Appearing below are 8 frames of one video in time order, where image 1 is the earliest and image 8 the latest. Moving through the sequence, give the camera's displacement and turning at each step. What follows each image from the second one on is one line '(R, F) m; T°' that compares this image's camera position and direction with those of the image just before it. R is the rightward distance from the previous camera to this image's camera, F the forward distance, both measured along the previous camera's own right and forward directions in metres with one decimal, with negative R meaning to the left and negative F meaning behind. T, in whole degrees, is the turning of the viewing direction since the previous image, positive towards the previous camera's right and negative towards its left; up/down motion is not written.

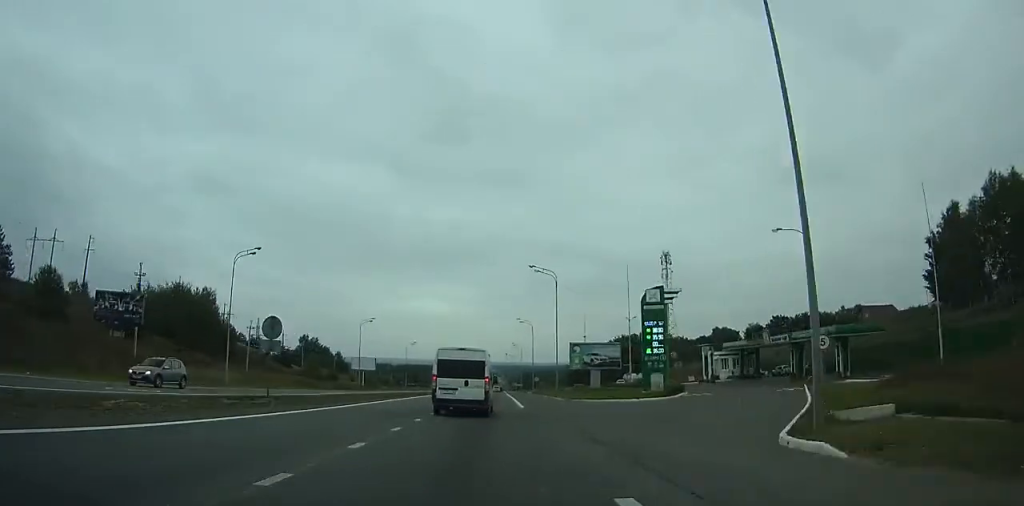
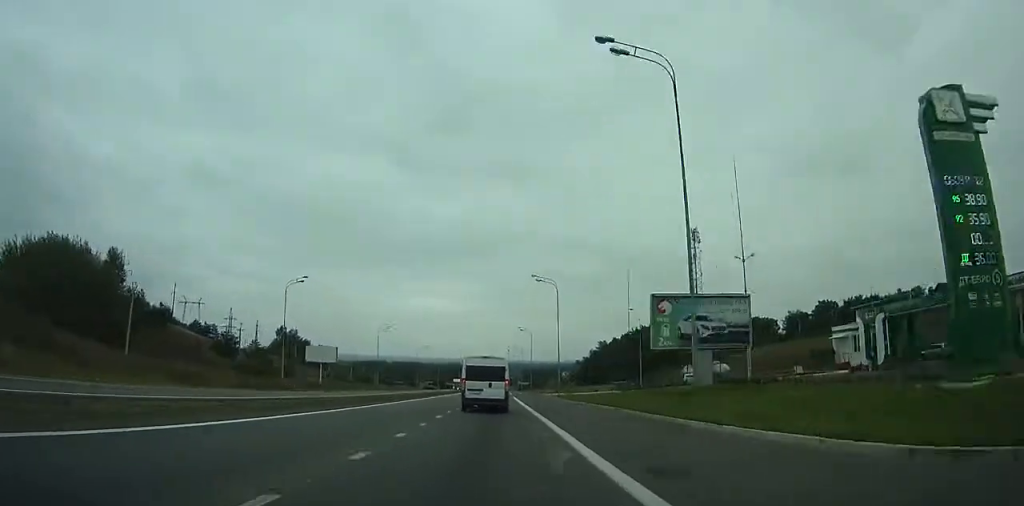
(0.0, +37.0) m; 0°
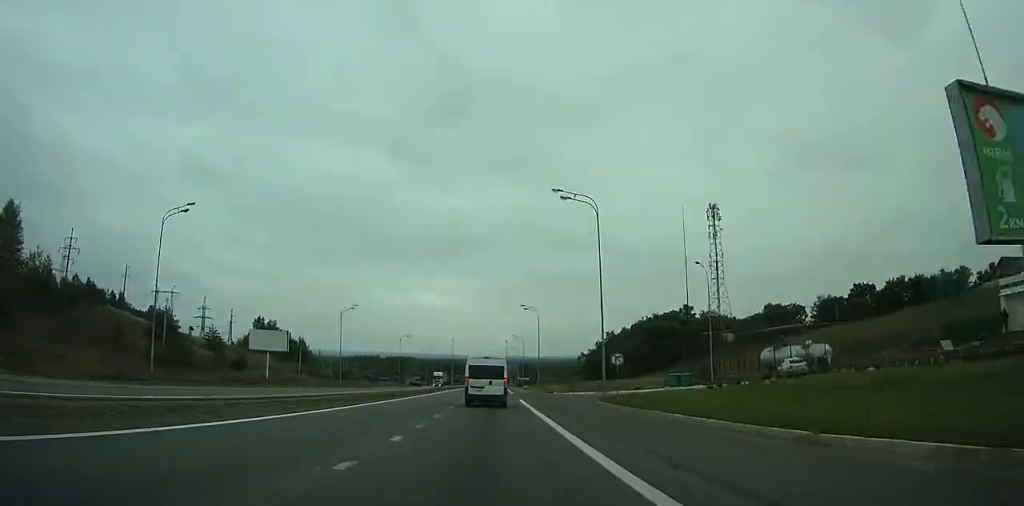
(0.0, +25.4) m; 0°
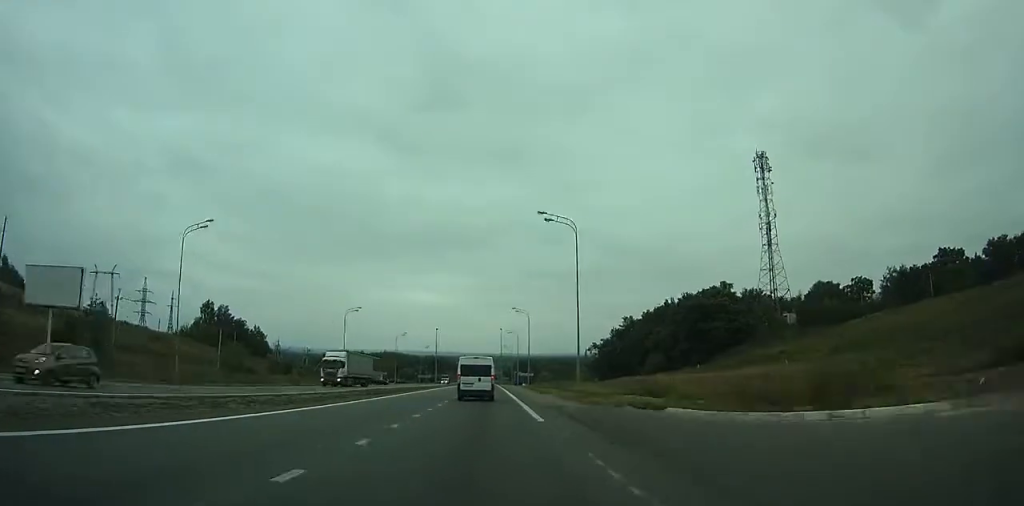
(-0.1, +43.9) m; 0°
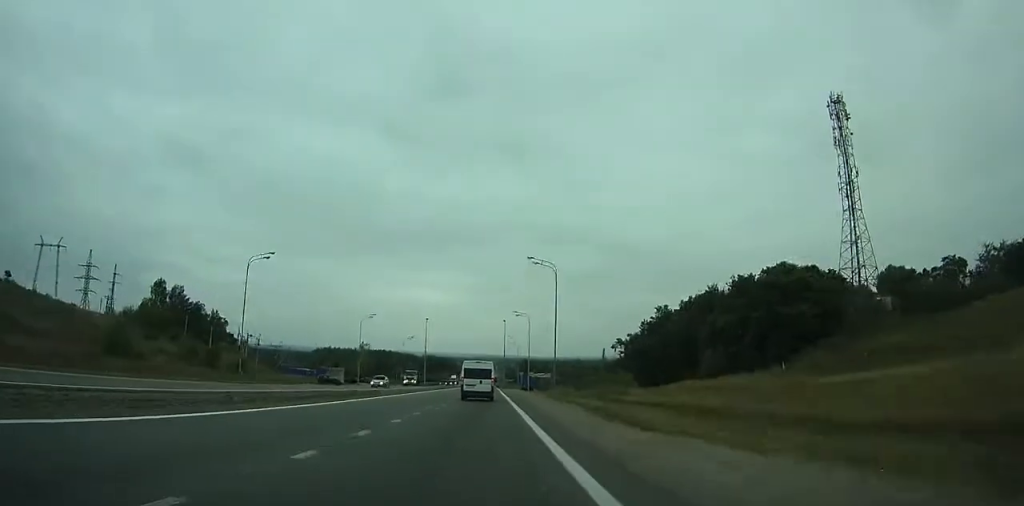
(0.0, +38.6) m; 0°
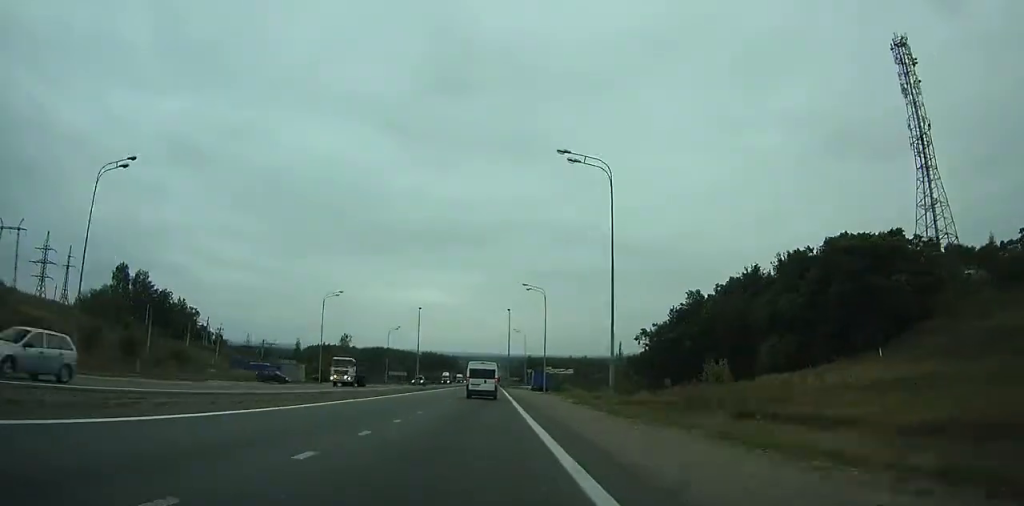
(+0.1, +23.4) m; 0°
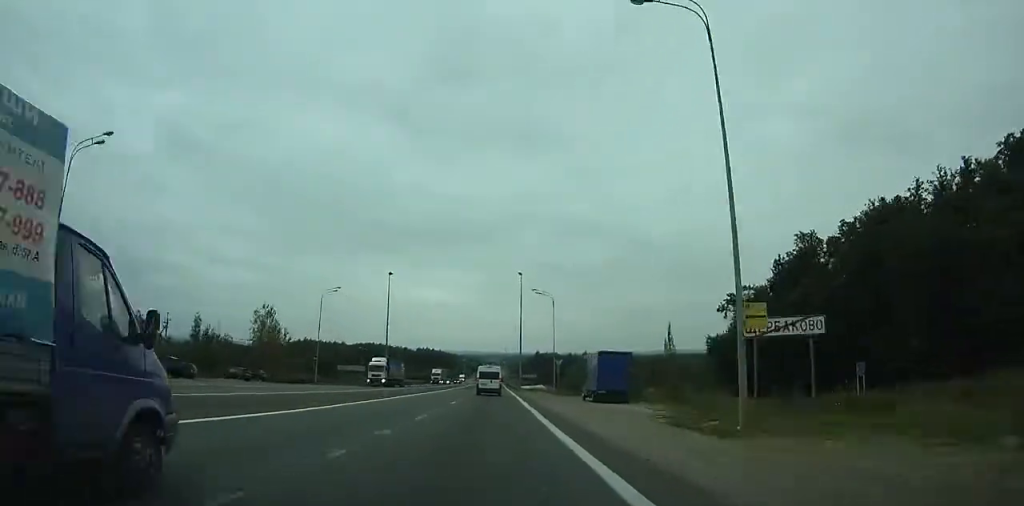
(-0.4, +51.4) m; 0°
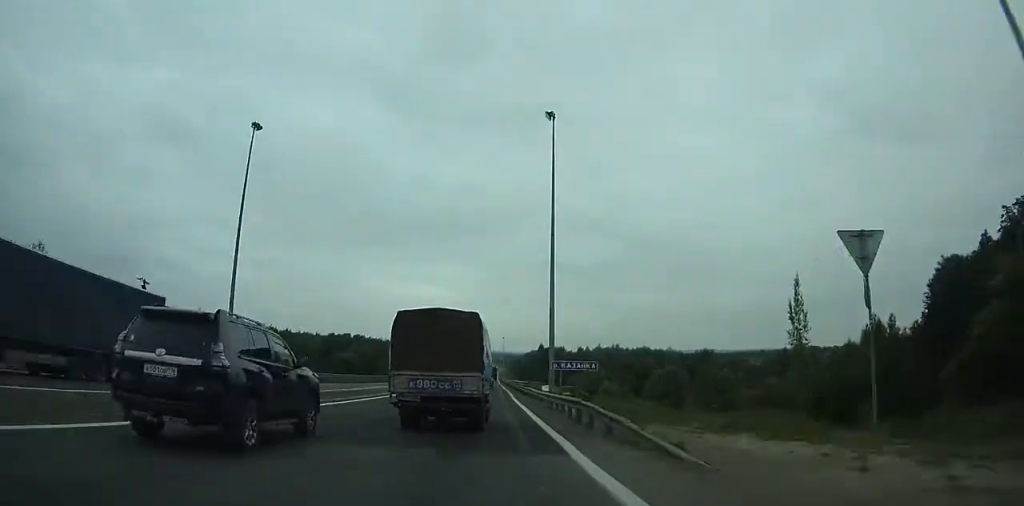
(+0.2, +64.2) m; 0°
